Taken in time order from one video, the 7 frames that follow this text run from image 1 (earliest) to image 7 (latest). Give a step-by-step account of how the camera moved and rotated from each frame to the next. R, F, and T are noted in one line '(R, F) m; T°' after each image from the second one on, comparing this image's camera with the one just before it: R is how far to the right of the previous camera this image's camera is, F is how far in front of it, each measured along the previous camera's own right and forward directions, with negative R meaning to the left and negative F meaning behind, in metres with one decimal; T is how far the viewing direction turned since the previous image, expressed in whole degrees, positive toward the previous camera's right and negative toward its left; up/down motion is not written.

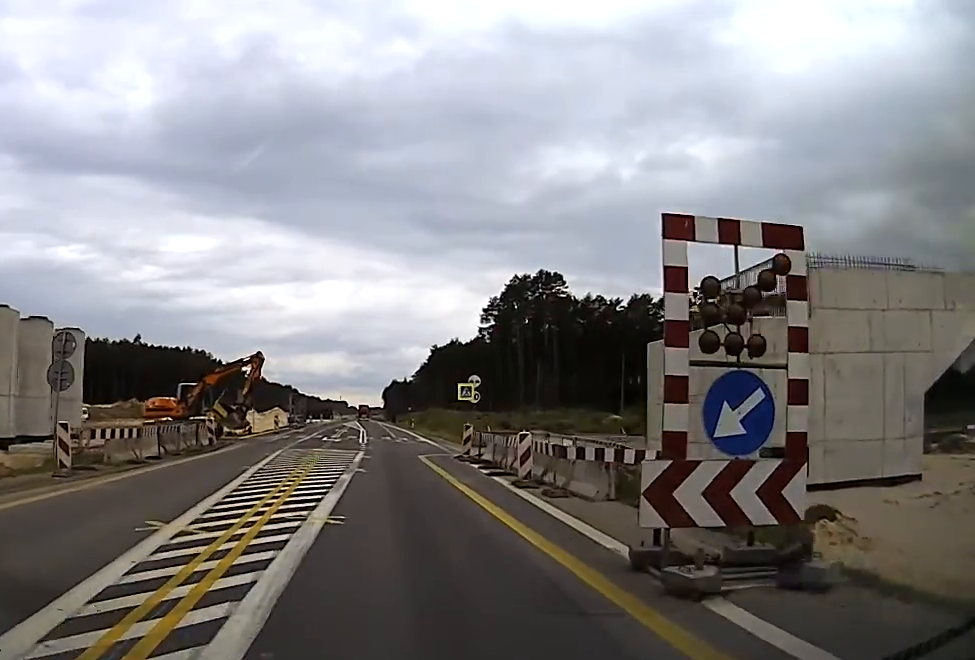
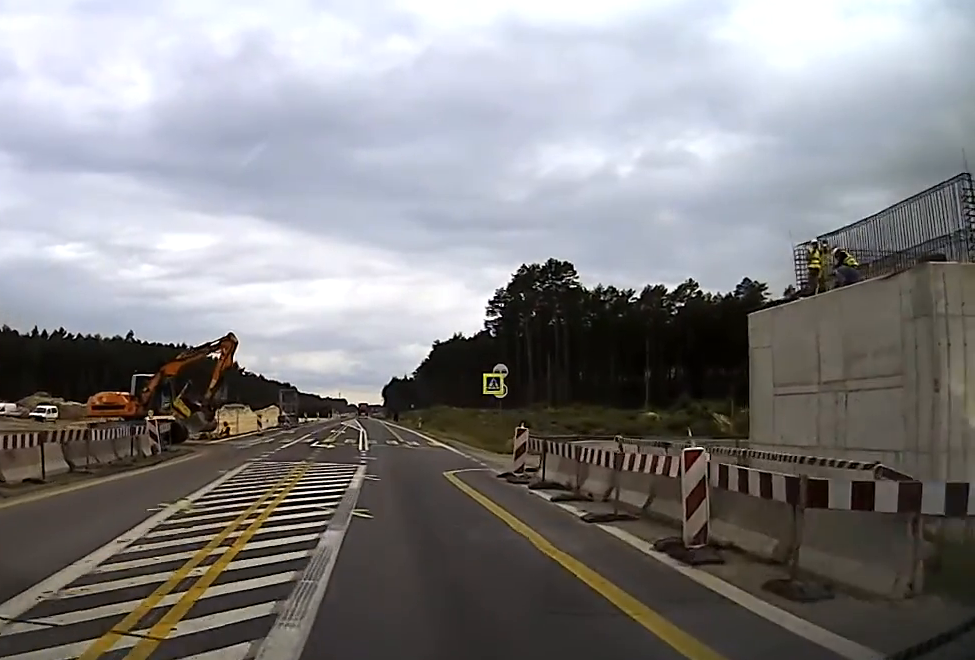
(0.0, +12.2) m; 0°
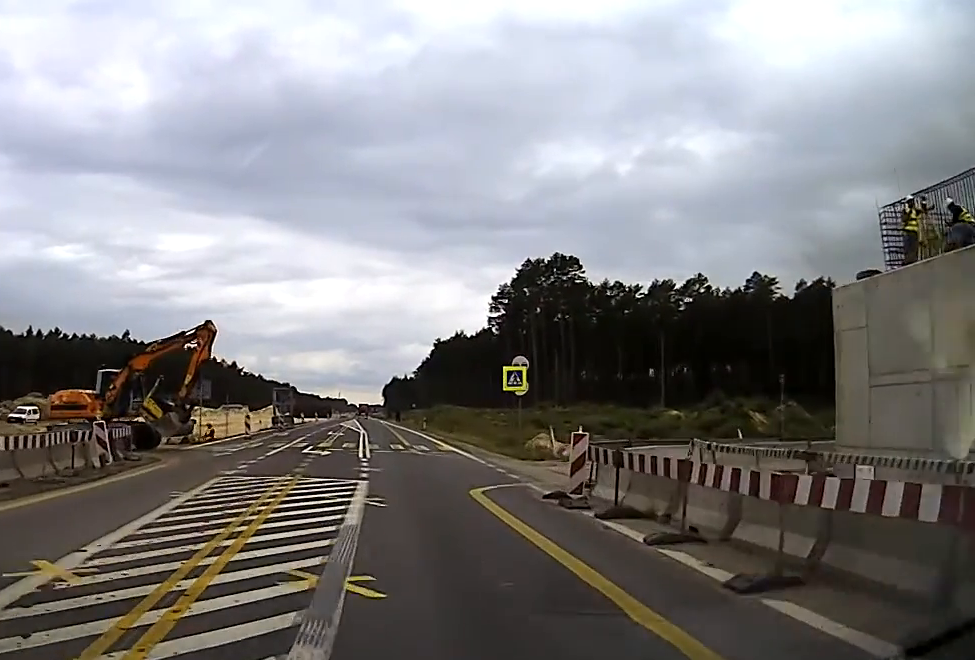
(0.0, +6.9) m; 0°
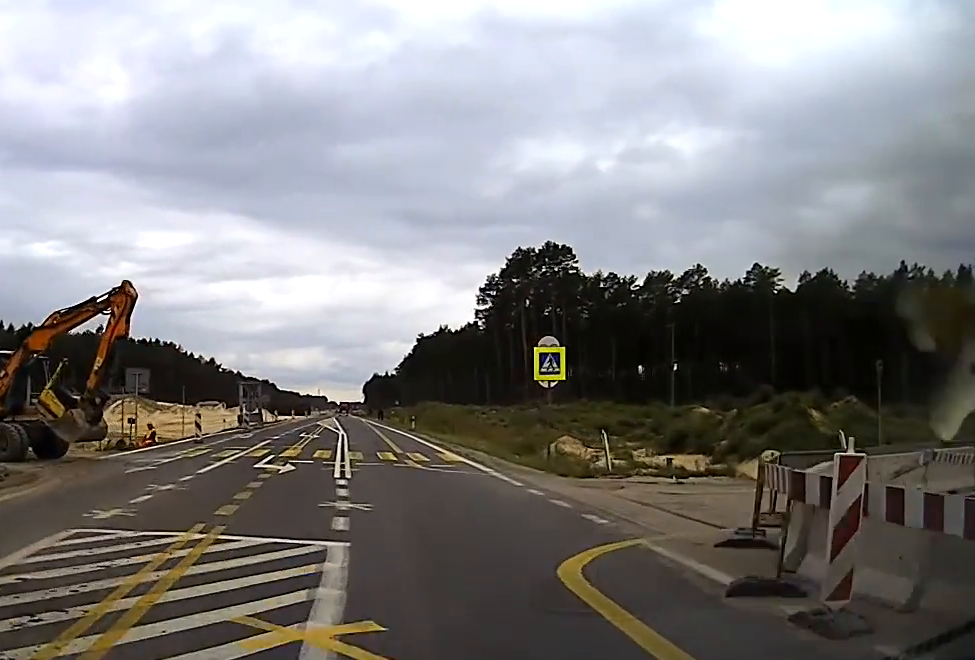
(0.0, +12.1) m; 0°
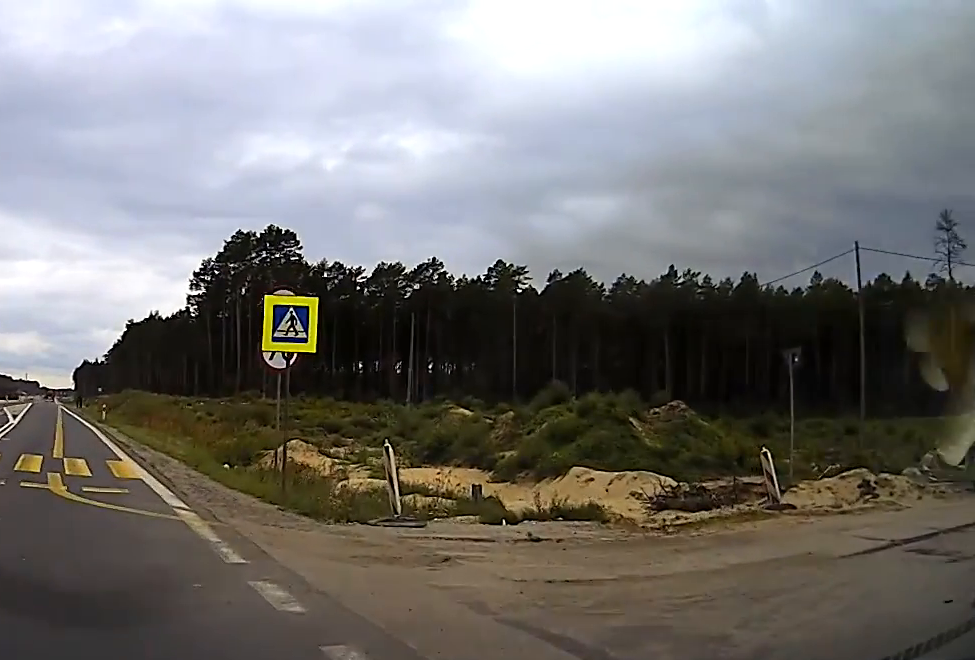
(+0.1, +15.2) m; +7°
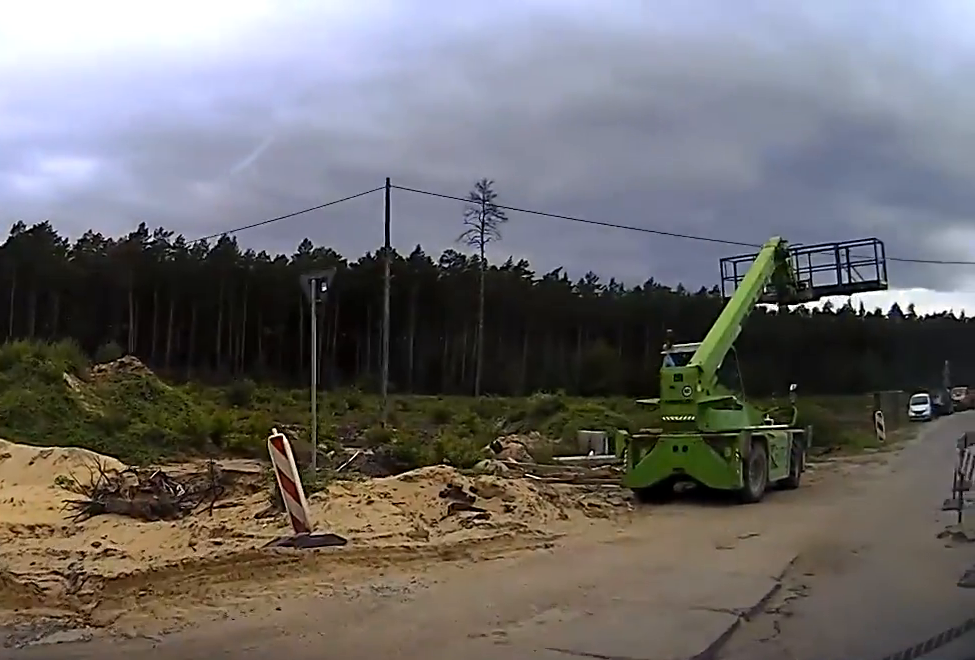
(+2.2, +14.0) m; +19°
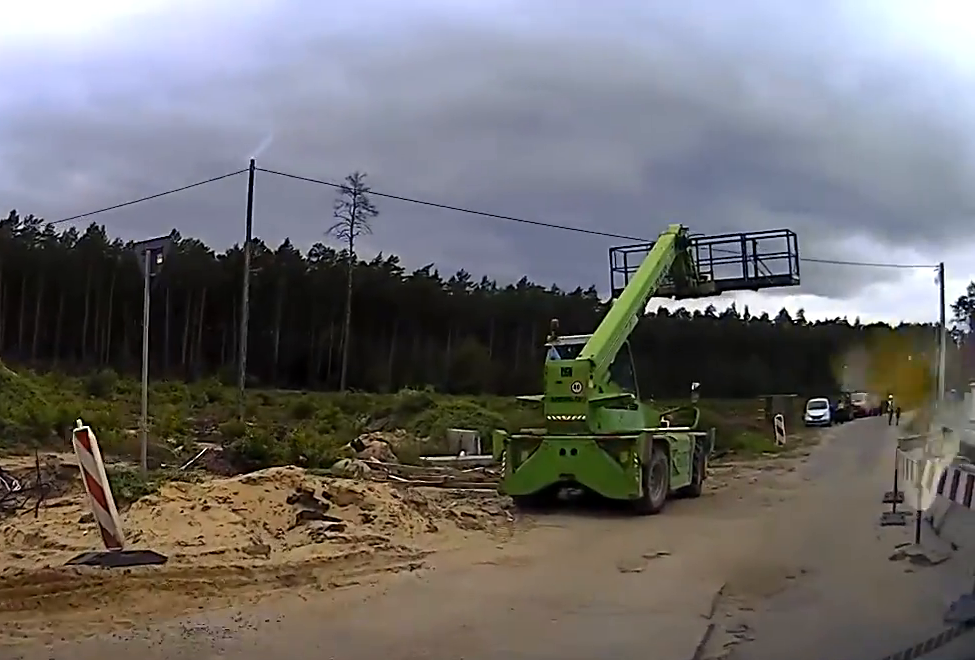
(-0.4, +2.9) m; +7°
